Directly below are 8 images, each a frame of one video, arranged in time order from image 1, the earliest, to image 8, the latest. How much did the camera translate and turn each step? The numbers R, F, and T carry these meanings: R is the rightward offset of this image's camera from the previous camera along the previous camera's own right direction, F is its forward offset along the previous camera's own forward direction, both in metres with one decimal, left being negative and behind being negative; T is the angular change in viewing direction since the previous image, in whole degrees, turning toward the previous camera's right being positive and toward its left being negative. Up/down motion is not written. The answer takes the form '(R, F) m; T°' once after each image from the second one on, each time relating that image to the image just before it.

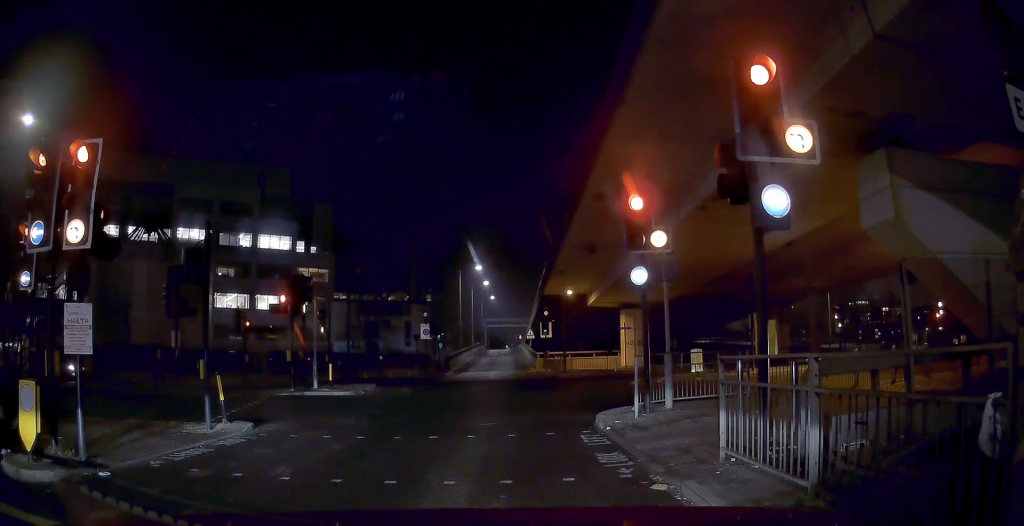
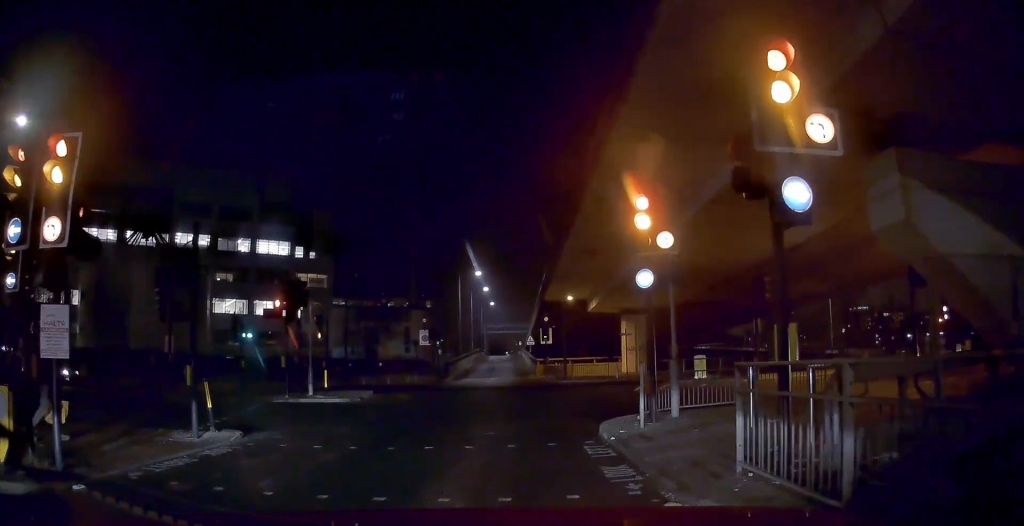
(0.0, 0.0) m; 0°
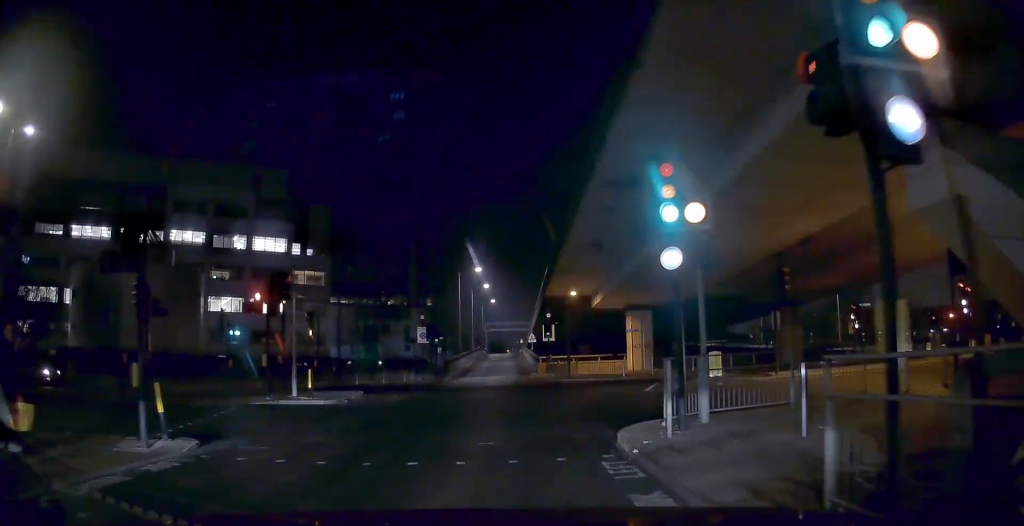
(0.0, 0.0) m; 0°
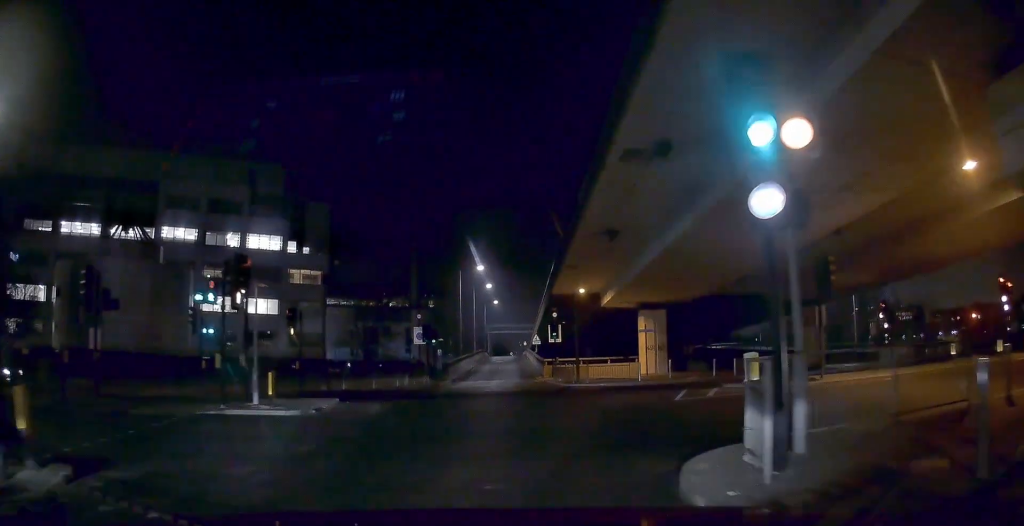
(-0.1, +0.7) m; -4°
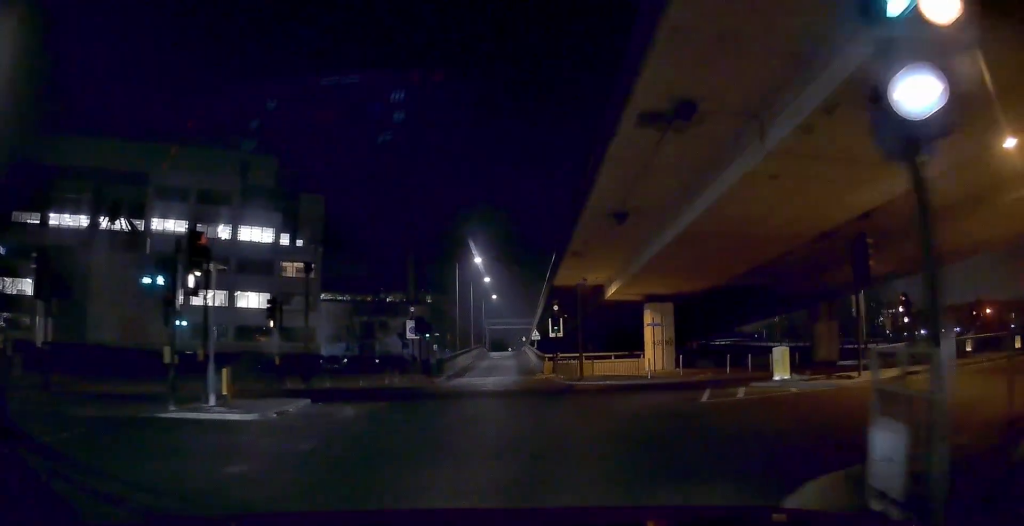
(0.0, +1.7) m; 0°
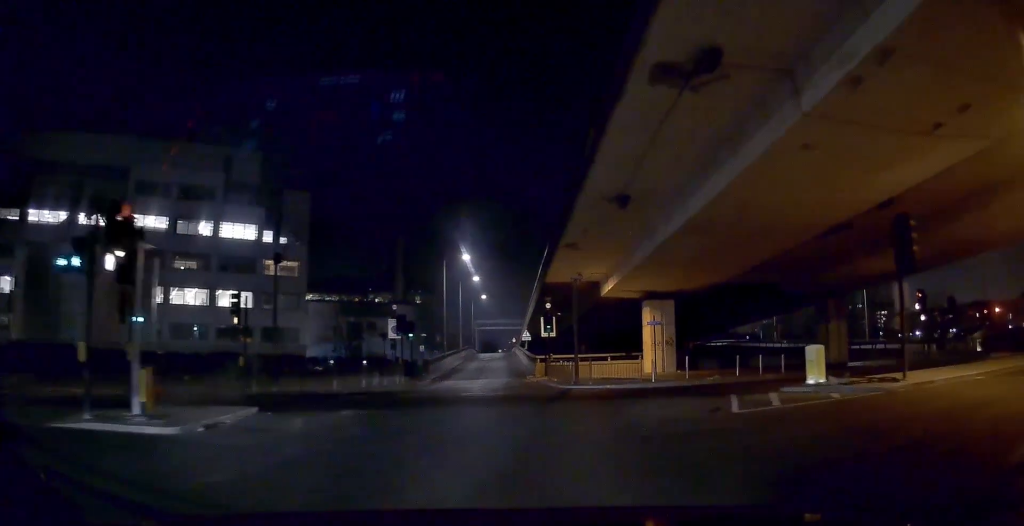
(0.0, +2.2) m; 0°
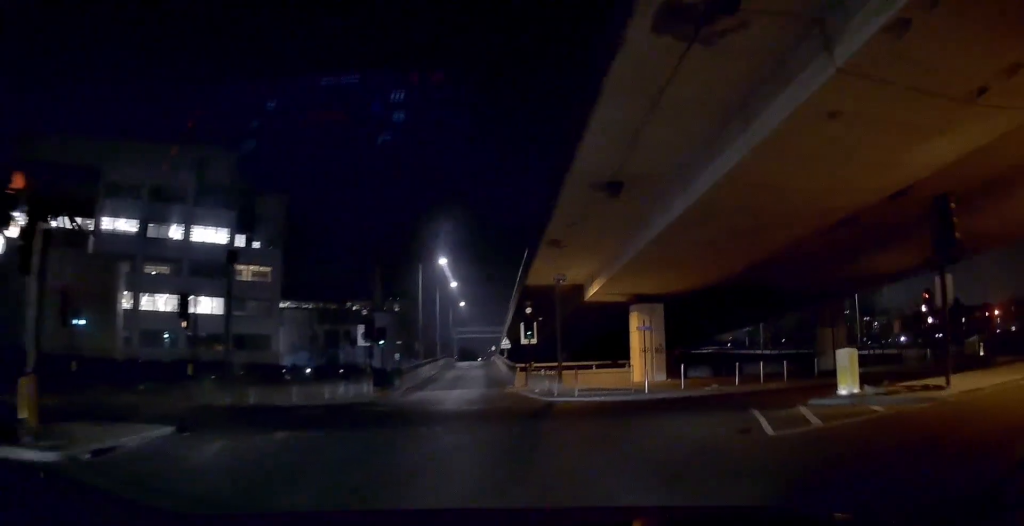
(0.0, +2.4) m; +1°
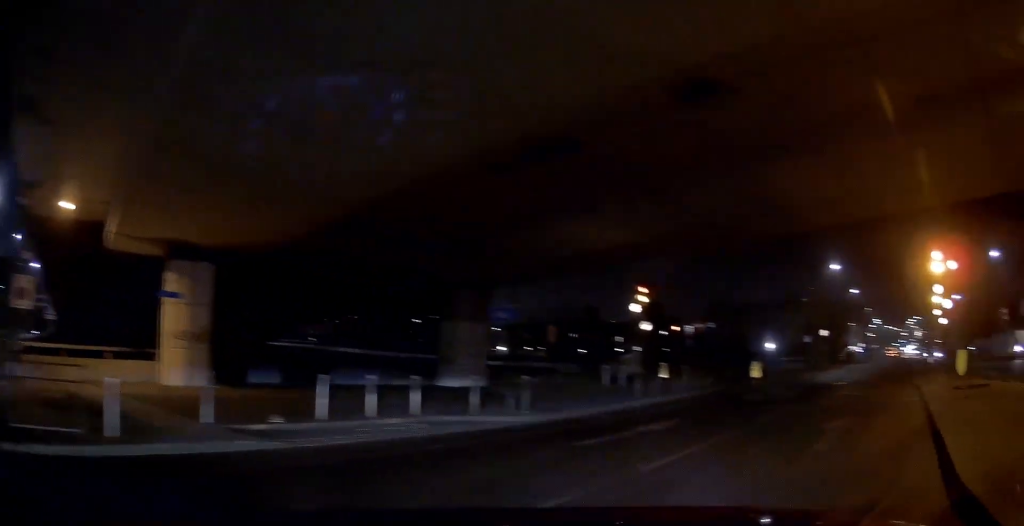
(+1.3, +12.9) m; +17°
